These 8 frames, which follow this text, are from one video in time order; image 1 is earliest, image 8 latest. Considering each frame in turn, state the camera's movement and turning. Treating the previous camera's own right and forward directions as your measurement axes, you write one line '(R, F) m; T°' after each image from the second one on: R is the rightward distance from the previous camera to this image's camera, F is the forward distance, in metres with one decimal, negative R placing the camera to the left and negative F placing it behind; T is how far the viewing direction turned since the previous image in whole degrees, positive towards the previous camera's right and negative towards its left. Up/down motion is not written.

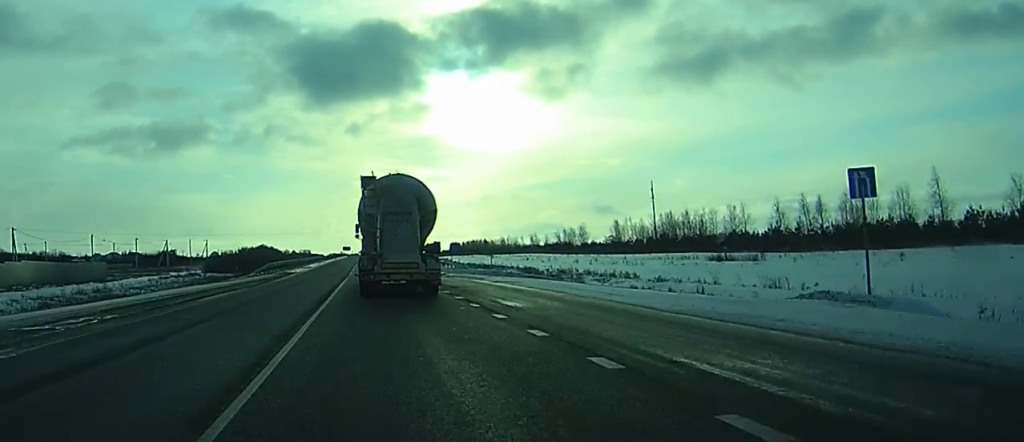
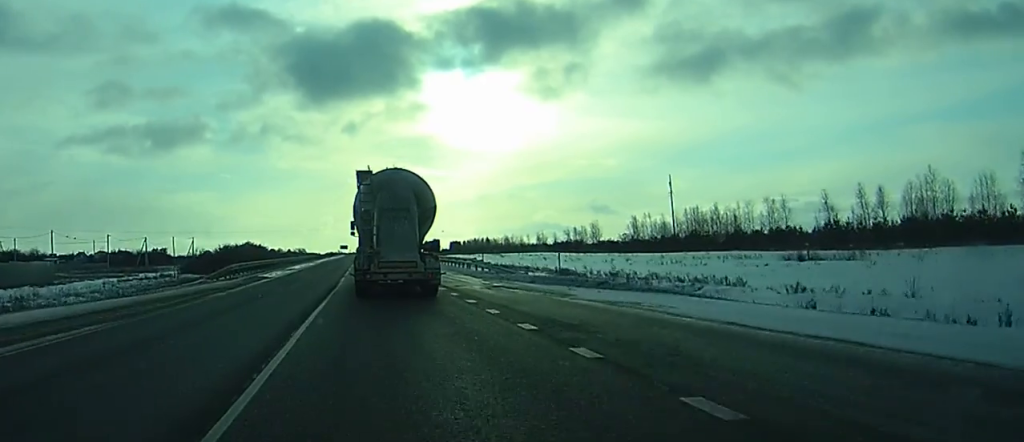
(0.0, +18.9) m; 0°
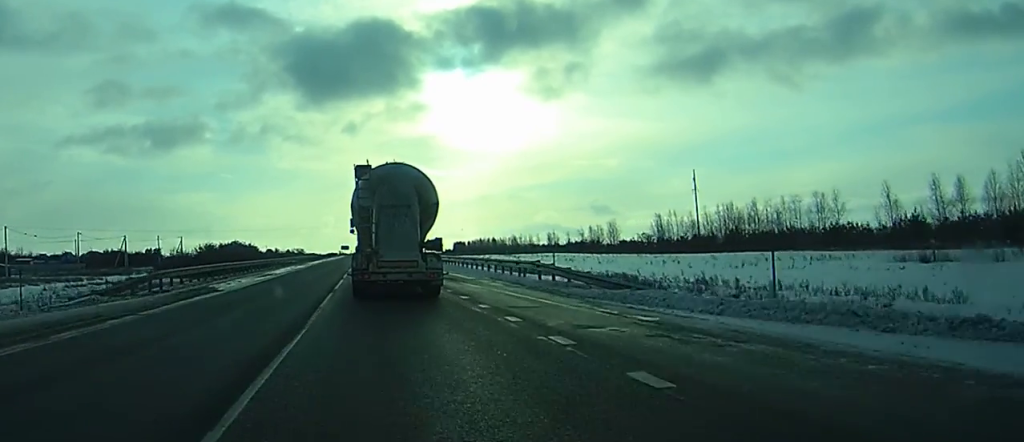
(+0.1, +18.1) m; 0°
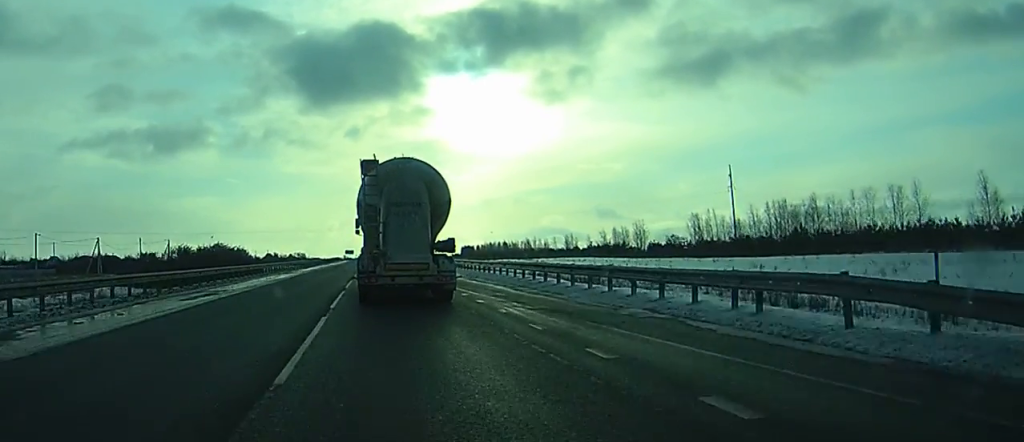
(-0.1, +21.4) m; 0°
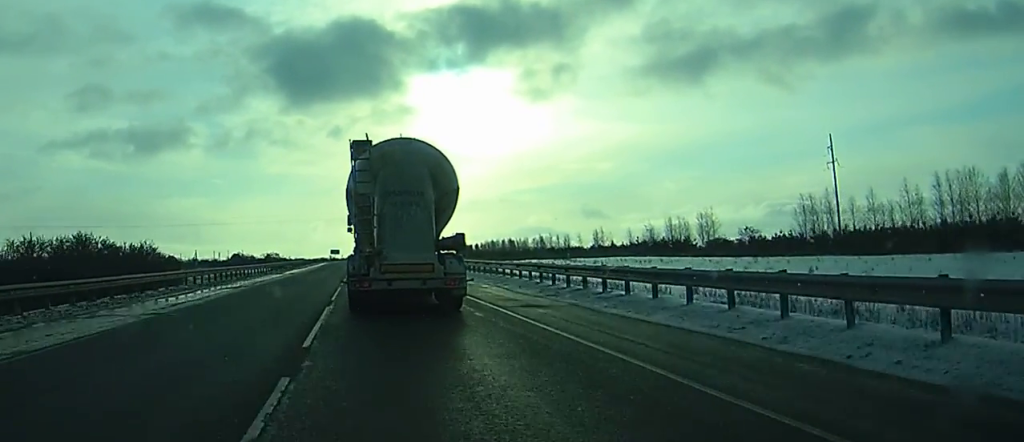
(-0.2, +57.0) m; 0°
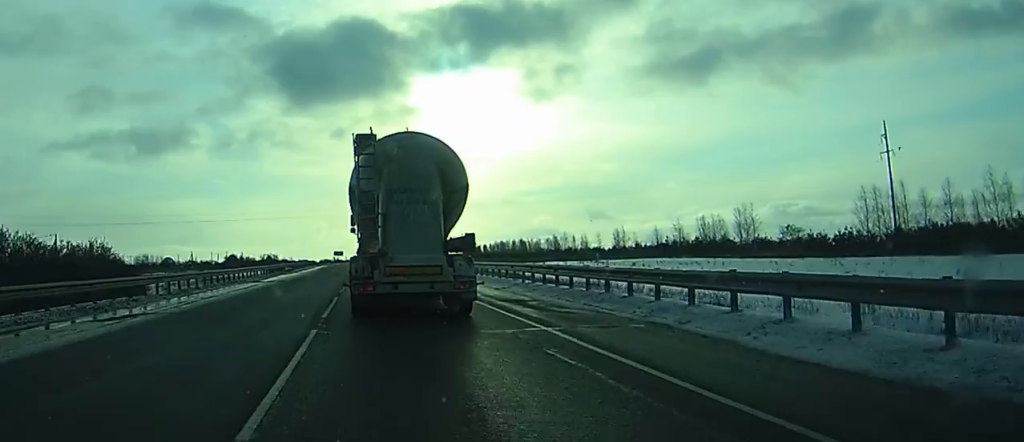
(+0.1, +18.1) m; 0°
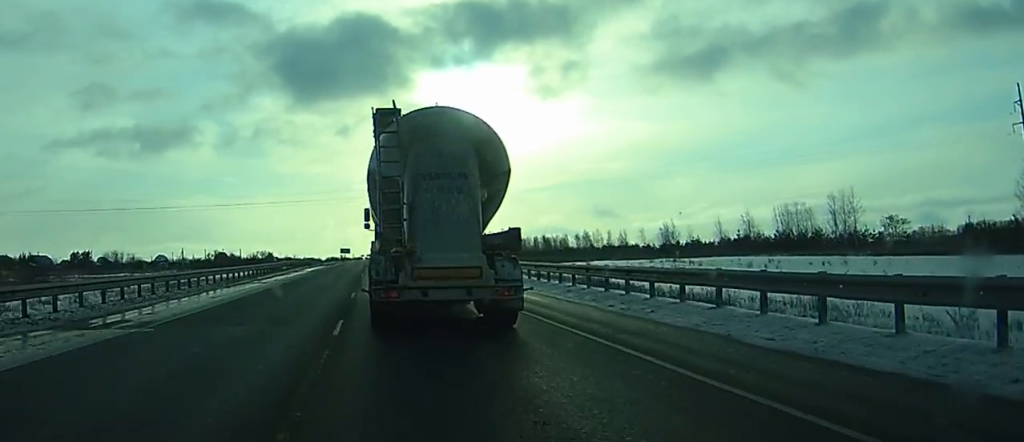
(+0.2, +34.0) m; 0°
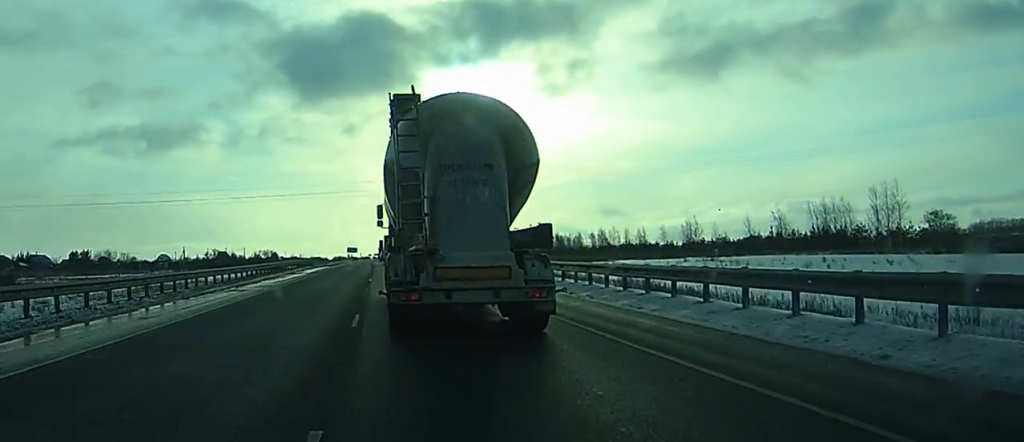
(0.0, +10.3) m; 0°
